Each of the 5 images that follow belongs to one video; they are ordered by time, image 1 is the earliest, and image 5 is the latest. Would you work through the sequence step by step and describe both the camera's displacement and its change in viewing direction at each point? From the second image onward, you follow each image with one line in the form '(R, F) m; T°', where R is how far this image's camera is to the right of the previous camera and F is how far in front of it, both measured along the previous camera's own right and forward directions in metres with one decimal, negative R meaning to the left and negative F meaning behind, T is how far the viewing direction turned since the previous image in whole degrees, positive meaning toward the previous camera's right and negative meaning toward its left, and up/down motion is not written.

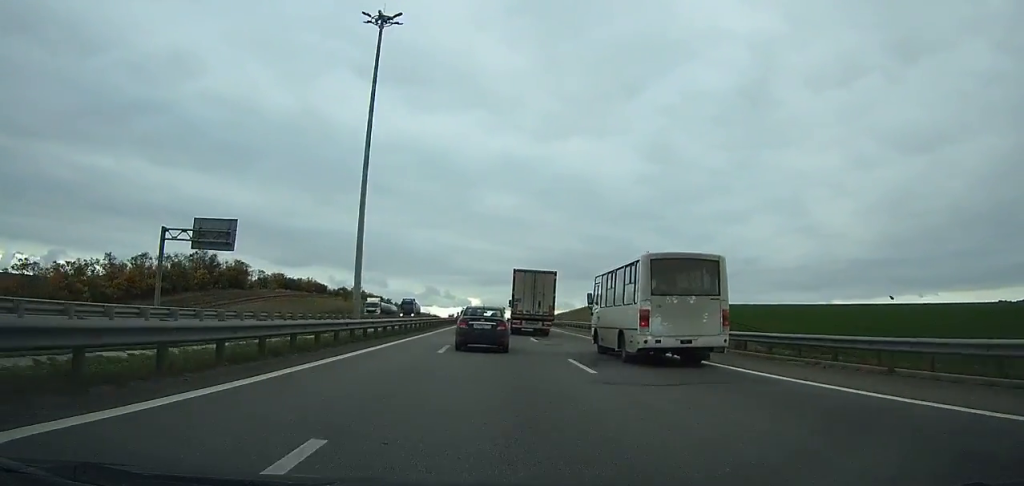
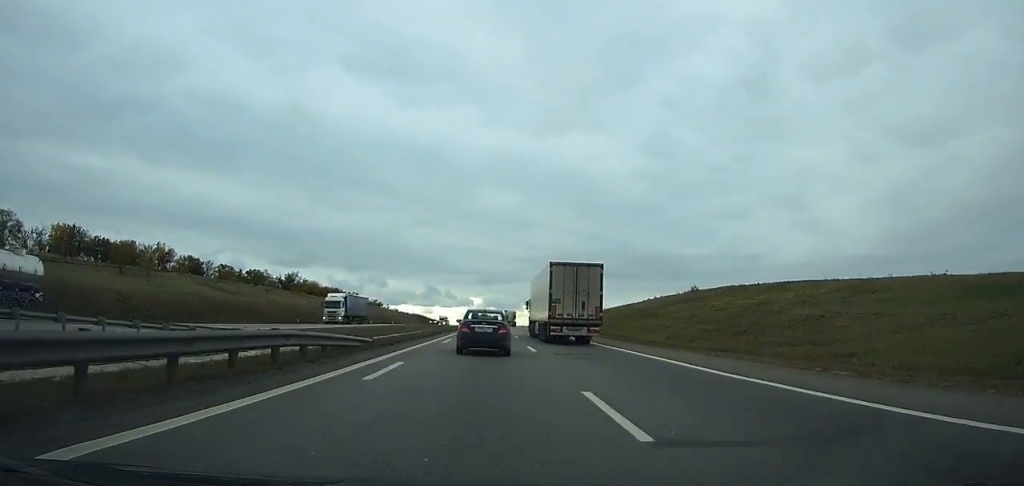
(+0.7, +125.7) m; +1°
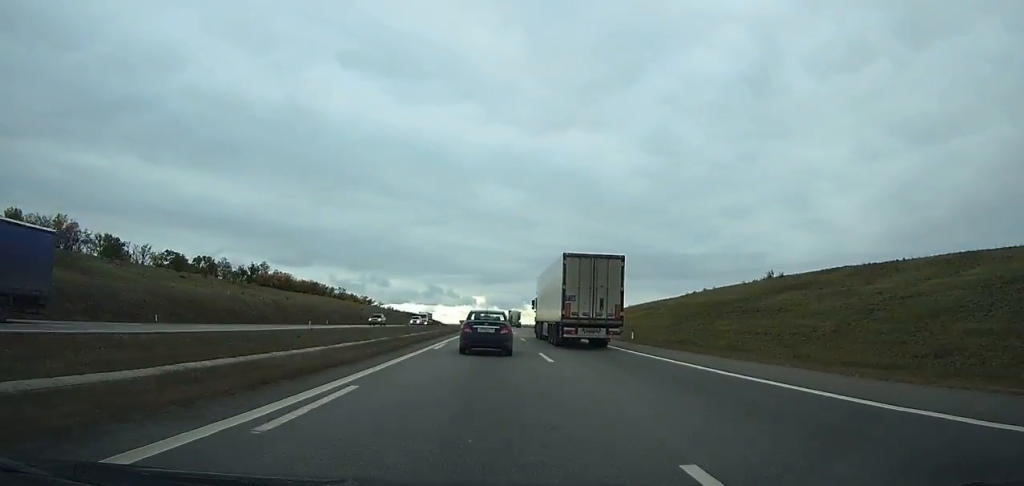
(-0.1, +37.1) m; 0°
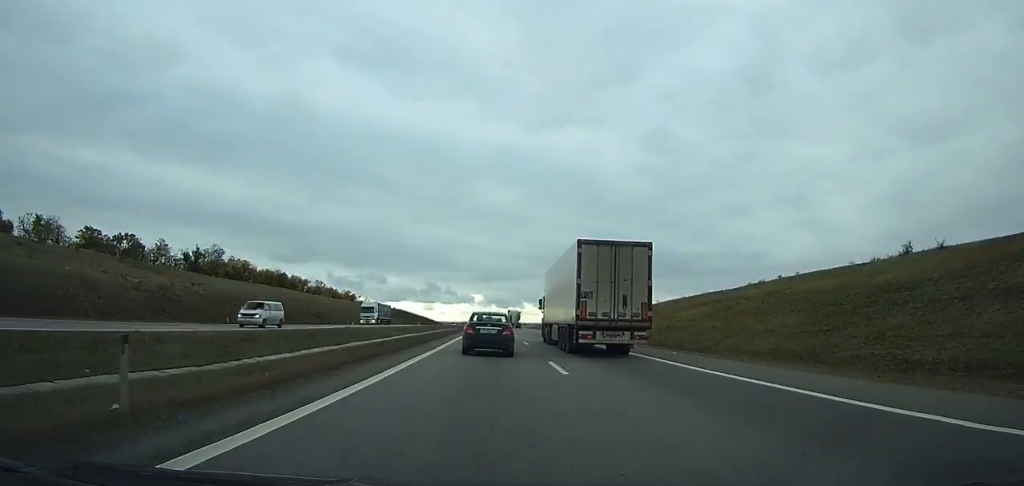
(0.0, +35.4) m; 0°
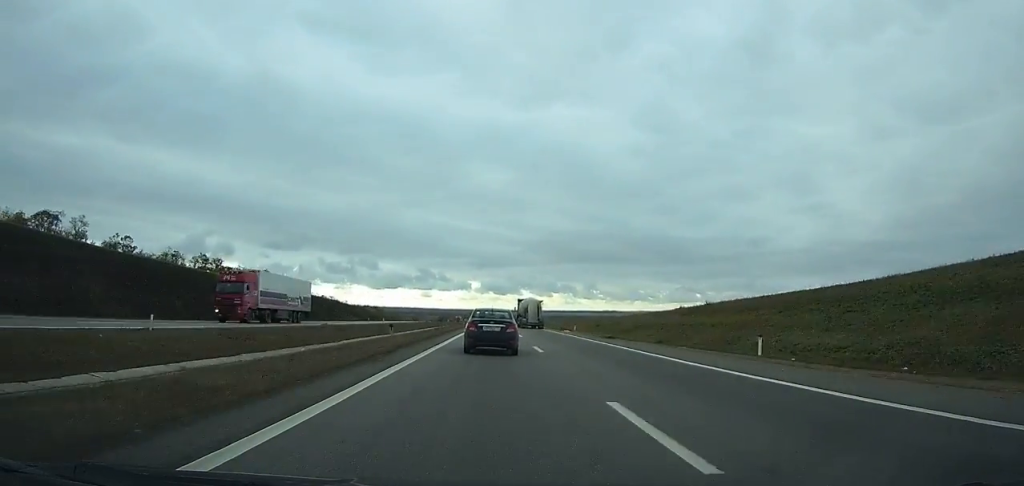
(-1.4, +227.7) m; 0°
